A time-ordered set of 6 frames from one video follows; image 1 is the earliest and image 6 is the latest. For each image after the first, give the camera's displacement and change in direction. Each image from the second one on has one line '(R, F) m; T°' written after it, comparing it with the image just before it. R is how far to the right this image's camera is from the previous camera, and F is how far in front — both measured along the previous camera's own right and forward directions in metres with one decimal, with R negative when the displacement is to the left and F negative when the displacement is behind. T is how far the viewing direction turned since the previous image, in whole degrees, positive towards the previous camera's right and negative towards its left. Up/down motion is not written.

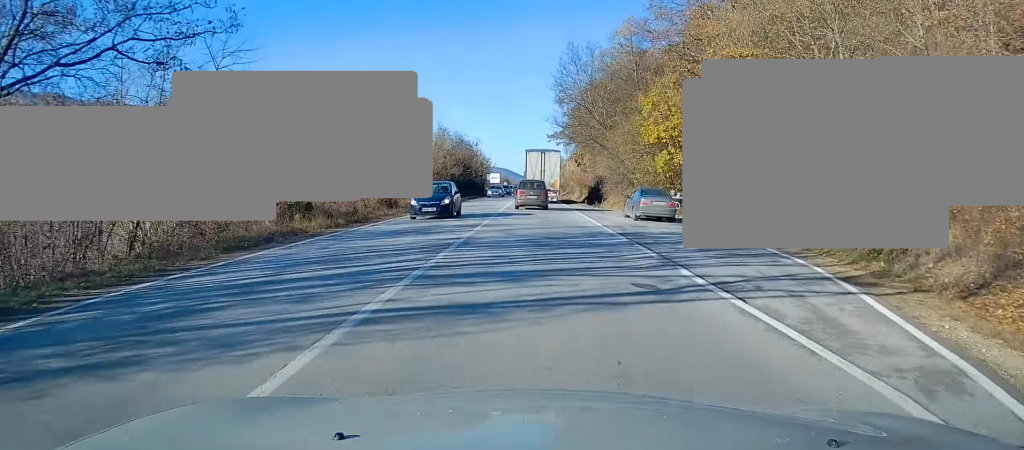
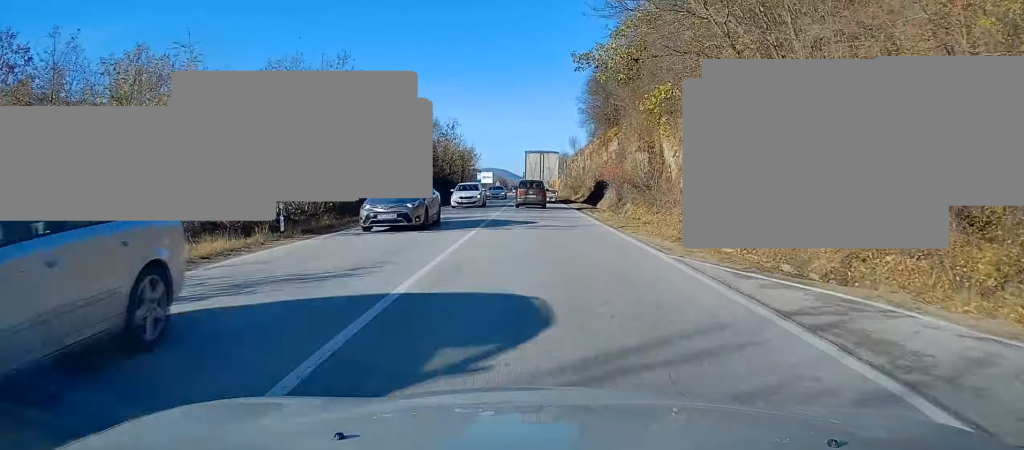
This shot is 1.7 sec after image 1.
(+0.1, +33.1) m; +1°
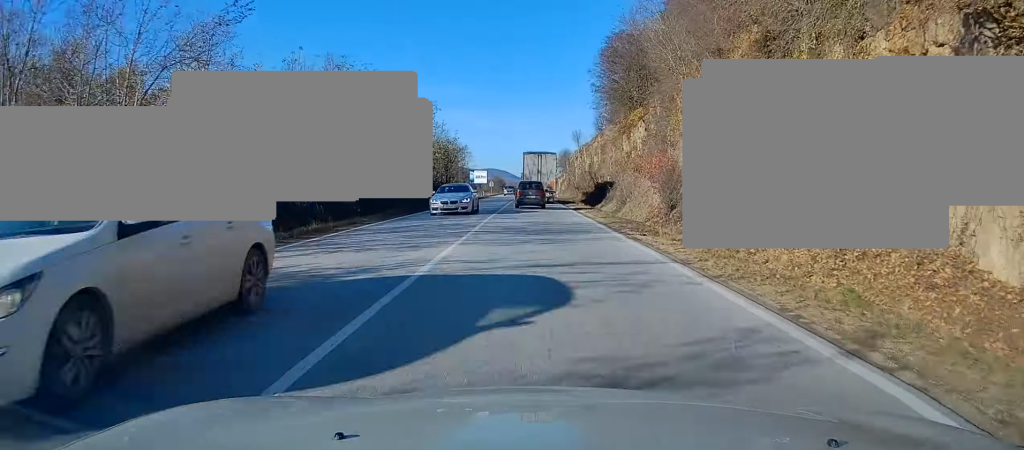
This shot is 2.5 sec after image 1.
(+0.2, +16.2) m; 0°
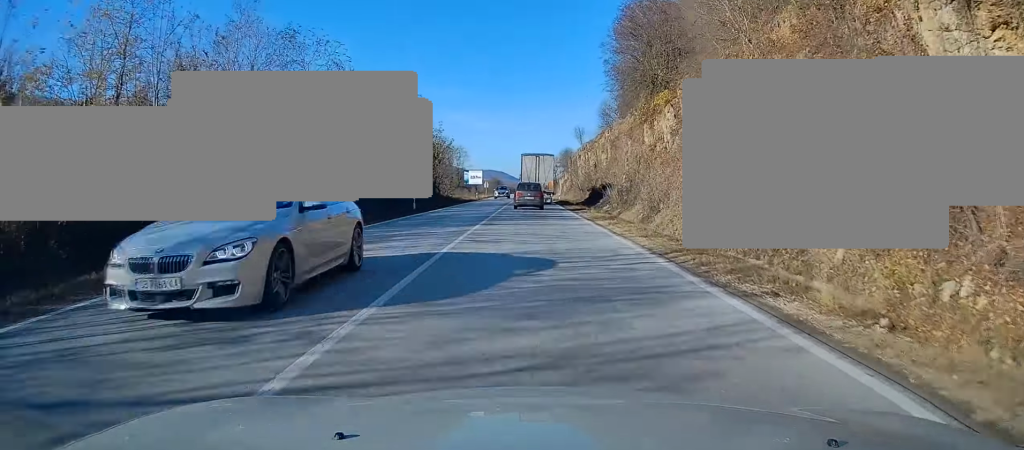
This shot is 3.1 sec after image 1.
(-0.2, +10.3) m; -1°
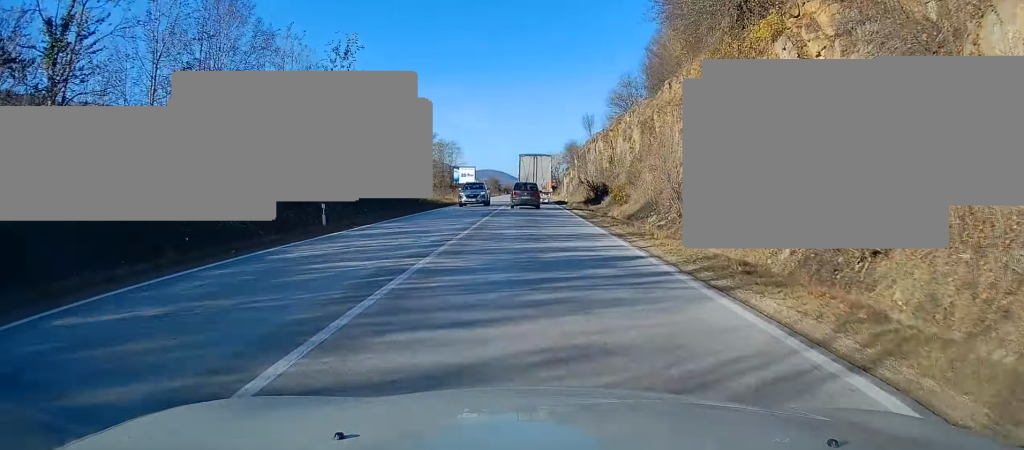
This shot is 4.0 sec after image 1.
(-0.1, +18.1) m; 0°
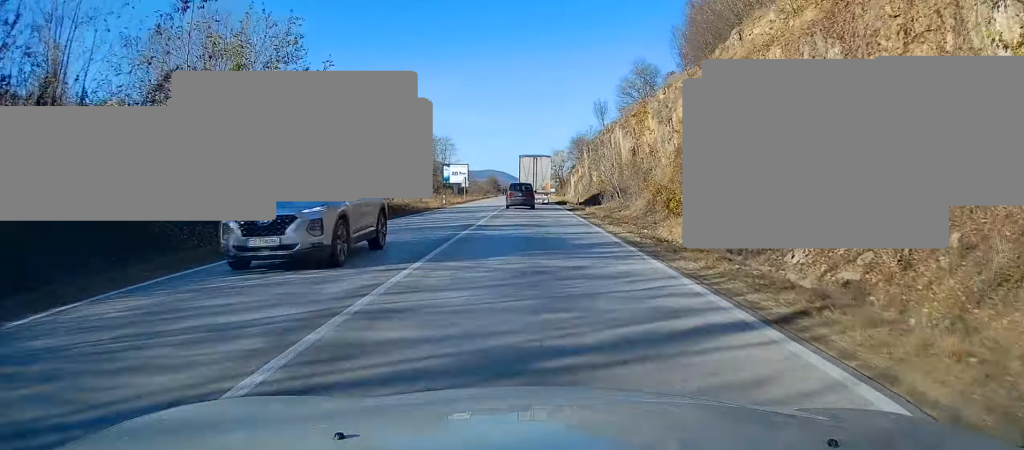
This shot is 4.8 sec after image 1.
(0.0, +15.7) m; 0°
